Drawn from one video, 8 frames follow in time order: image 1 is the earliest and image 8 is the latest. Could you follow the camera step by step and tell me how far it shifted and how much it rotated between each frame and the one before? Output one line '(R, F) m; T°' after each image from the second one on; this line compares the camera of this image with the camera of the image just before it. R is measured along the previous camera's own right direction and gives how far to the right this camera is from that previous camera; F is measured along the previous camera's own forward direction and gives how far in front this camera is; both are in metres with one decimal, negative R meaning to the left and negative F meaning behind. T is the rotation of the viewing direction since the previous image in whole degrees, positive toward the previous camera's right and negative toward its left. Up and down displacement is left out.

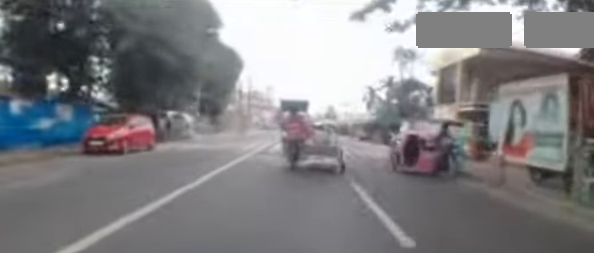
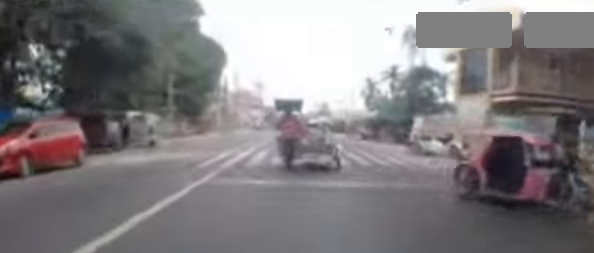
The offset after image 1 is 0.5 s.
(-0.1, +4.4) m; +2°
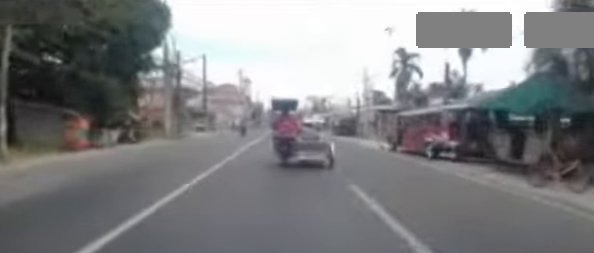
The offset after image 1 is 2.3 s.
(0.0, +14.6) m; -3°
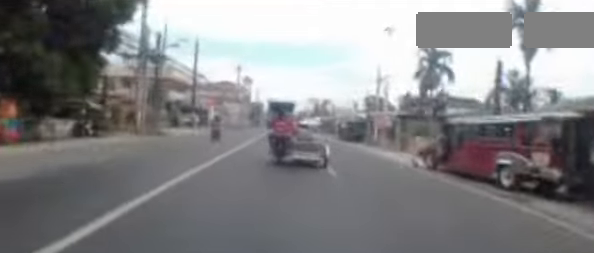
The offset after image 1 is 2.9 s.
(0.0, +4.4) m; +1°
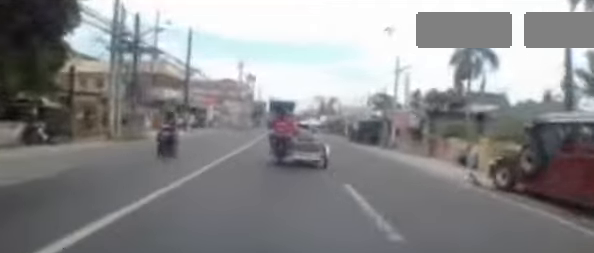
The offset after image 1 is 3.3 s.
(-0.1, +3.7) m; +2°
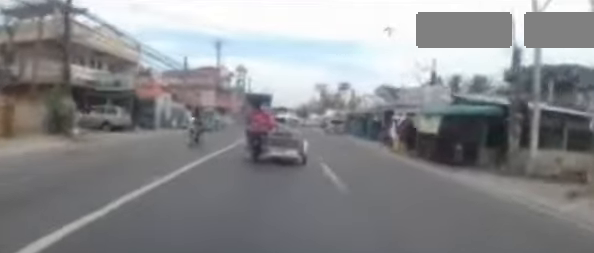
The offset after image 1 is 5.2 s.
(+0.2, +15.4) m; -2°
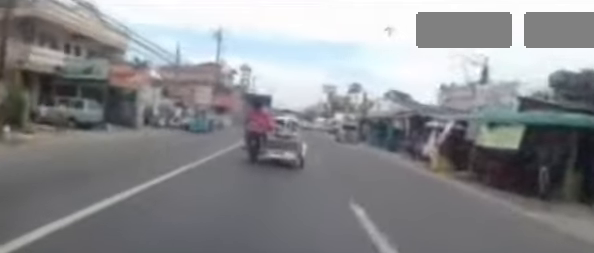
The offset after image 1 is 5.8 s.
(-0.1, +4.2) m; -1°
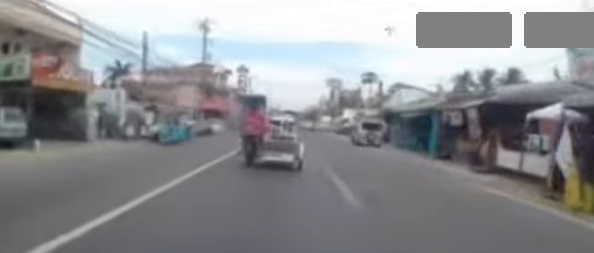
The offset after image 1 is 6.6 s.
(0.0, +6.1) m; 0°
